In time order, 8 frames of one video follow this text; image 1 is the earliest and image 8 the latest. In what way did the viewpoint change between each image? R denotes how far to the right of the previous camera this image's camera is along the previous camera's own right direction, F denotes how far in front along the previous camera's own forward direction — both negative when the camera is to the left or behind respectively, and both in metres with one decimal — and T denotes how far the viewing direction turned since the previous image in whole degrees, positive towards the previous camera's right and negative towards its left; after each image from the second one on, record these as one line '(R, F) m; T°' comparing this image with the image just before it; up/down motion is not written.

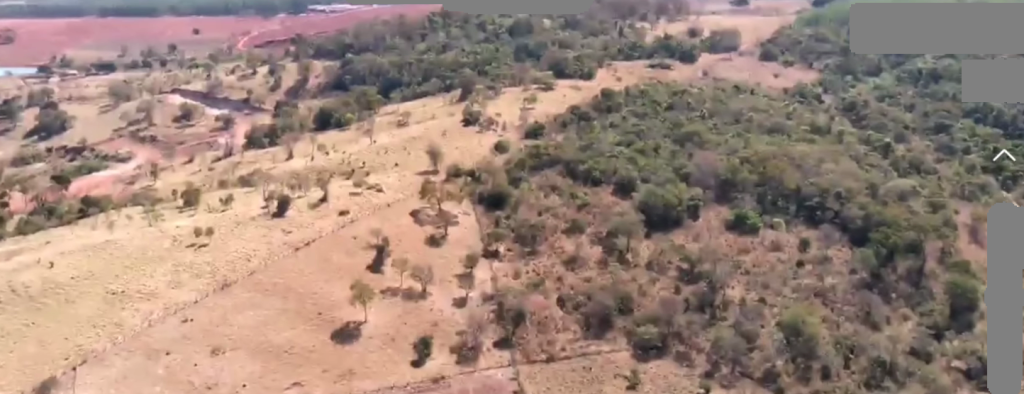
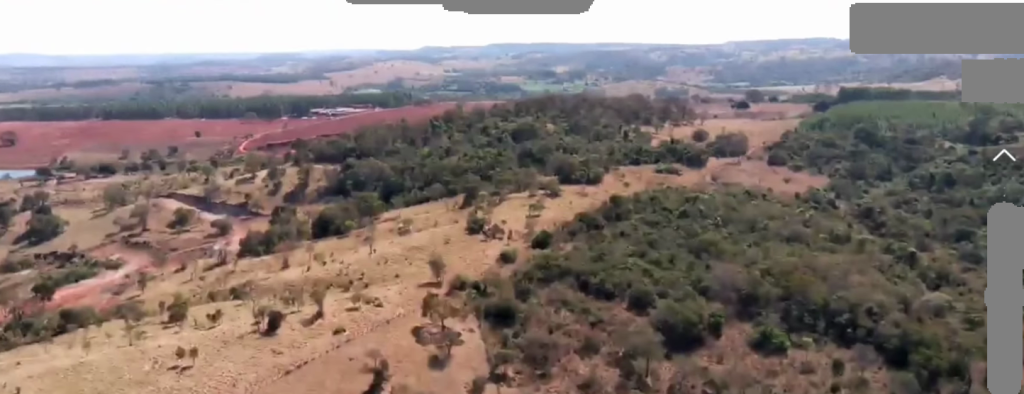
(+0.1, +22.8) m; 0°
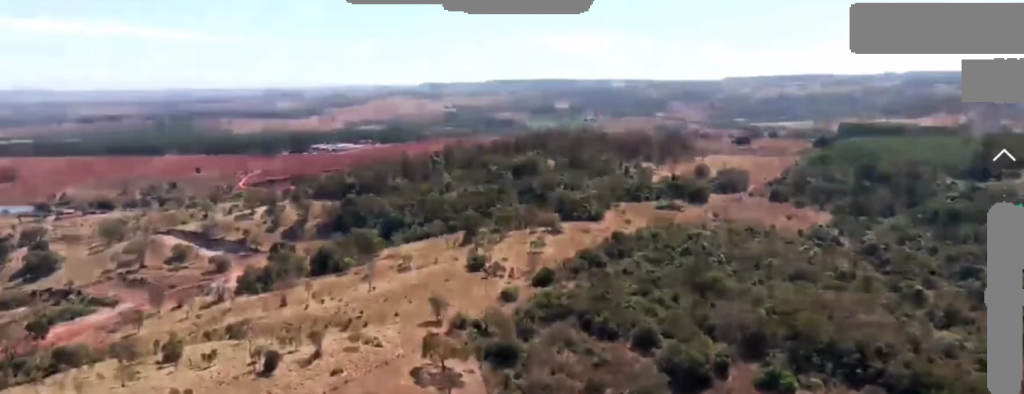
(0.0, +5.4) m; 0°
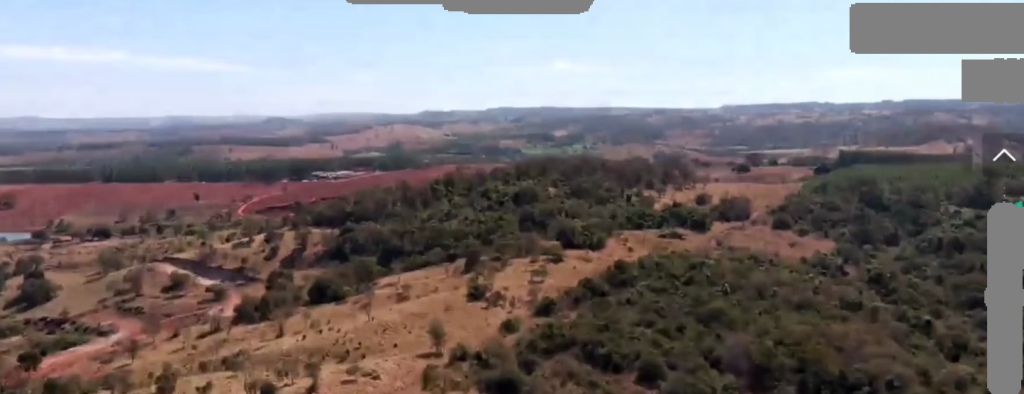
(0.0, +6.9) m; 0°
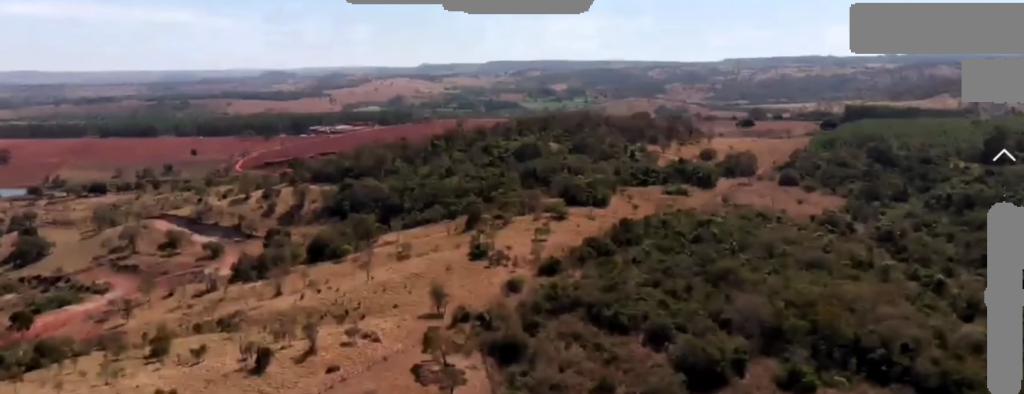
(0.0, +10.9) m; 0°
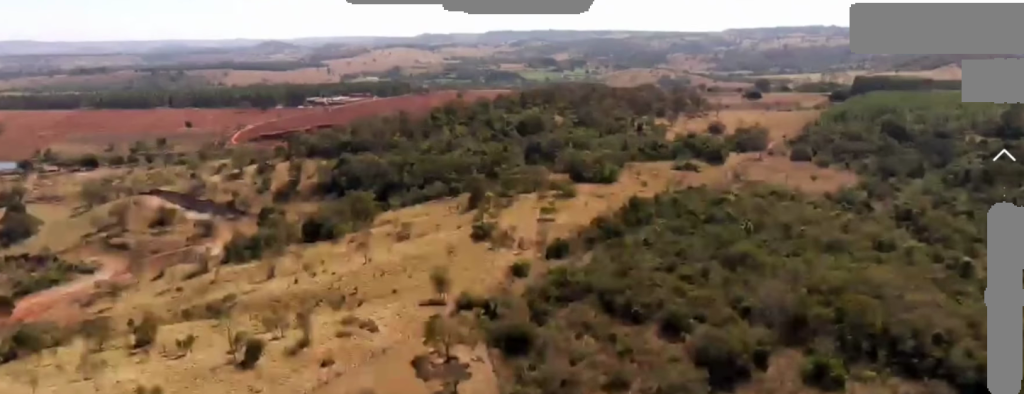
(+0.1, +19.3) m; 0°
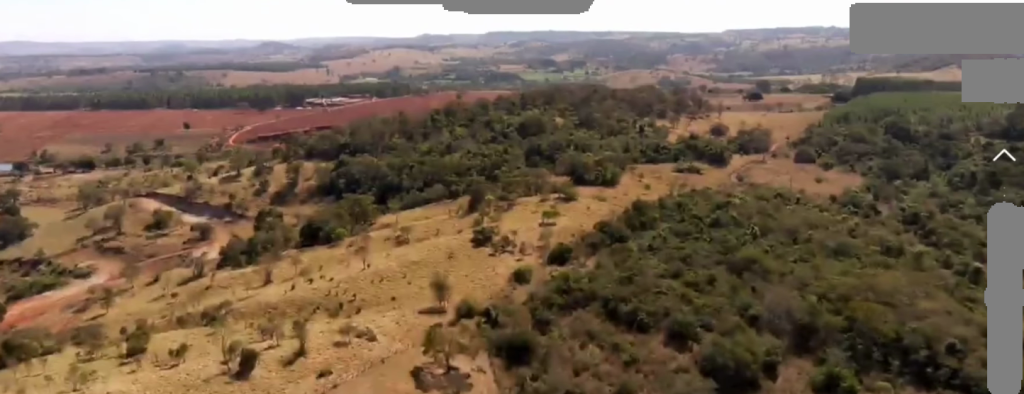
(0.0, +8.7) m; 0°
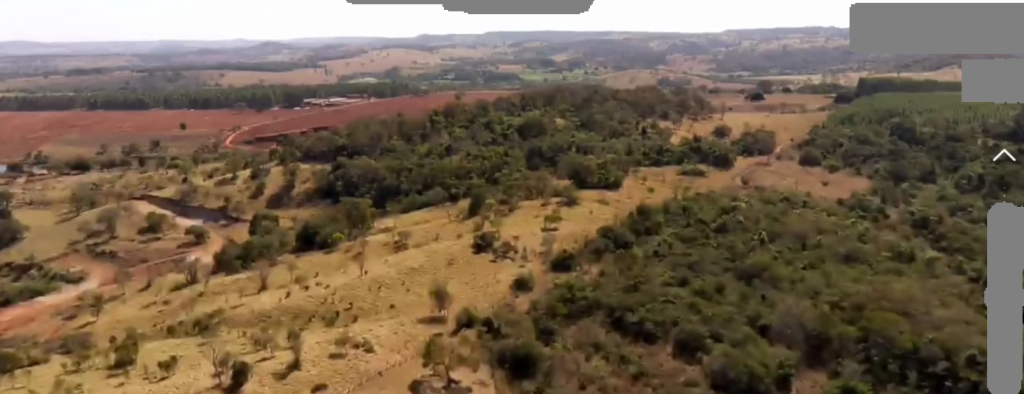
(0.0, +10.4) m; 0°
